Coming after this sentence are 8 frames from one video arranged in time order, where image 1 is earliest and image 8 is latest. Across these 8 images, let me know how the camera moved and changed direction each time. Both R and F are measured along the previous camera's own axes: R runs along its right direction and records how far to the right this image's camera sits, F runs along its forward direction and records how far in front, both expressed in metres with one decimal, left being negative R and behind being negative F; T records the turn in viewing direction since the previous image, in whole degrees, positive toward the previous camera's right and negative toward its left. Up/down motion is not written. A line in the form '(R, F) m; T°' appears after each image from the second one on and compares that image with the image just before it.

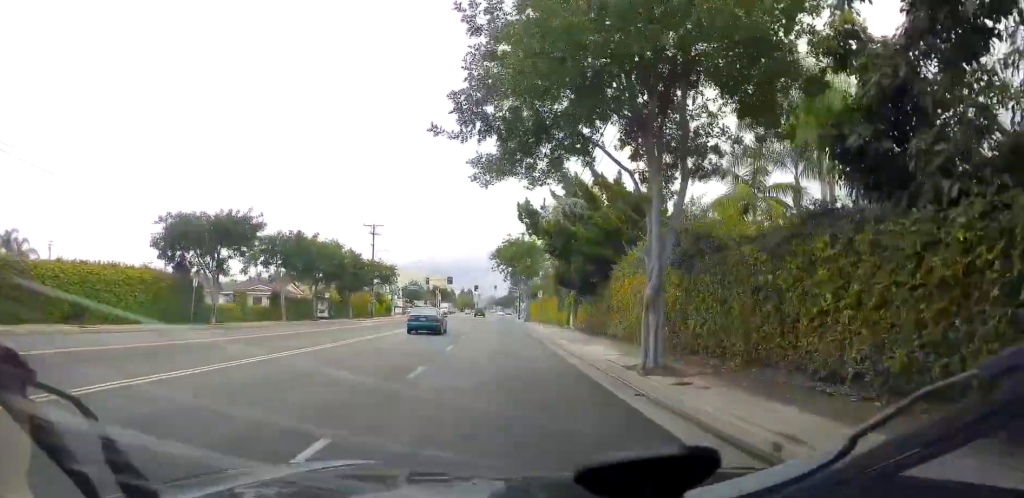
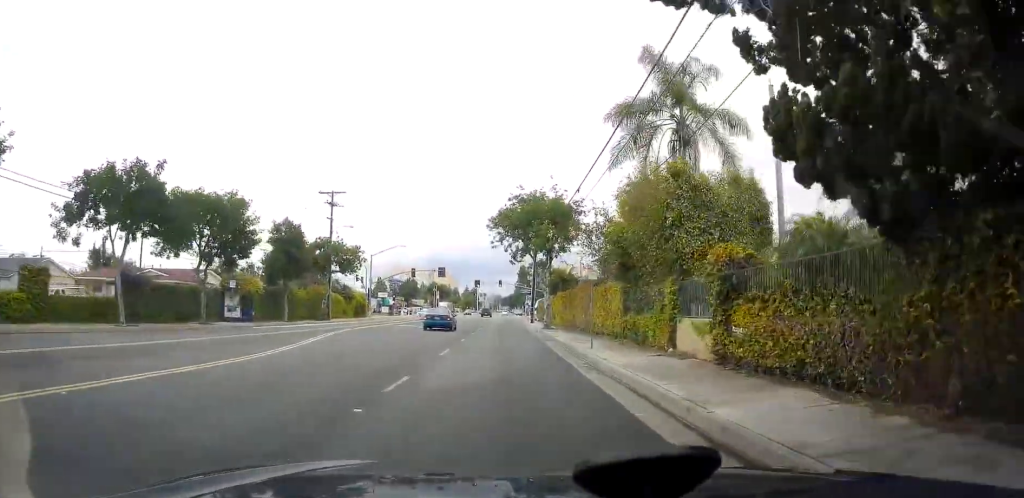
(0.0, +23.3) m; 0°
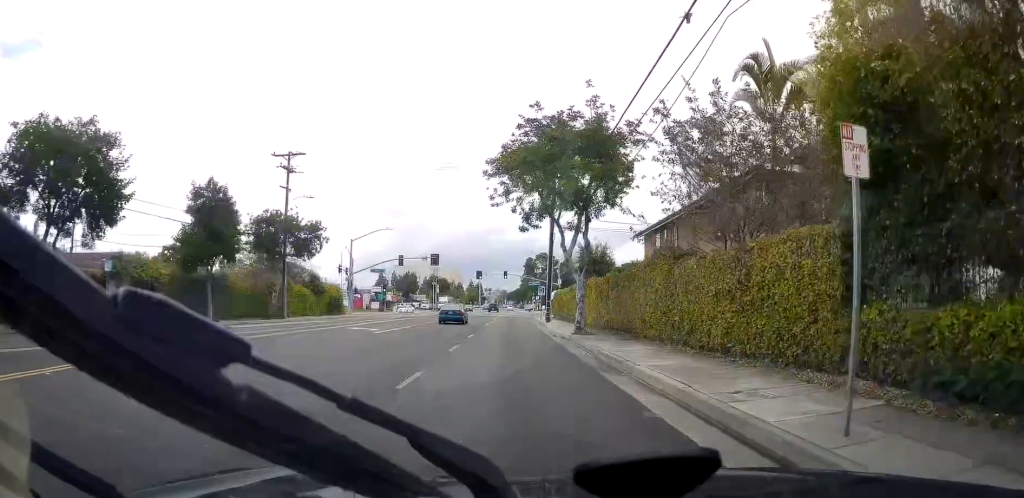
(0.0, +14.5) m; 0°
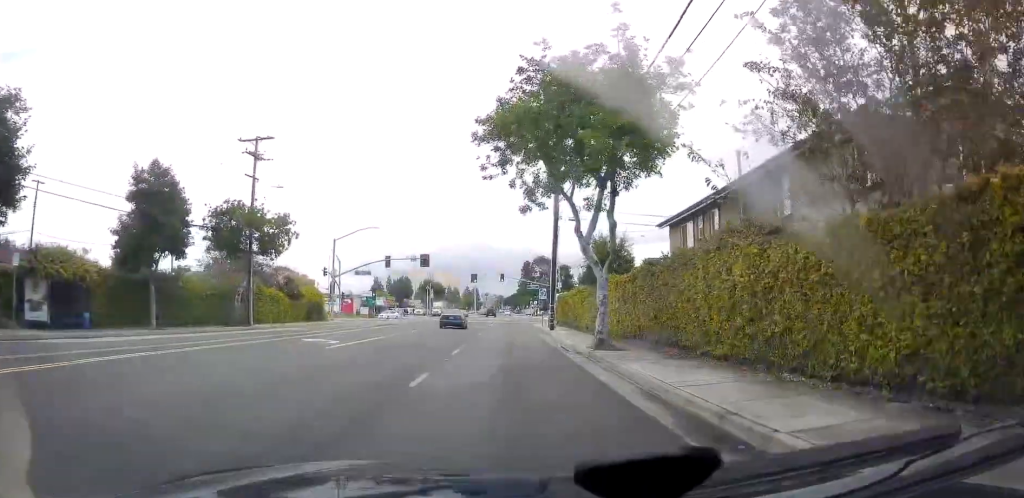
(0.0, +6.3) m; 0°
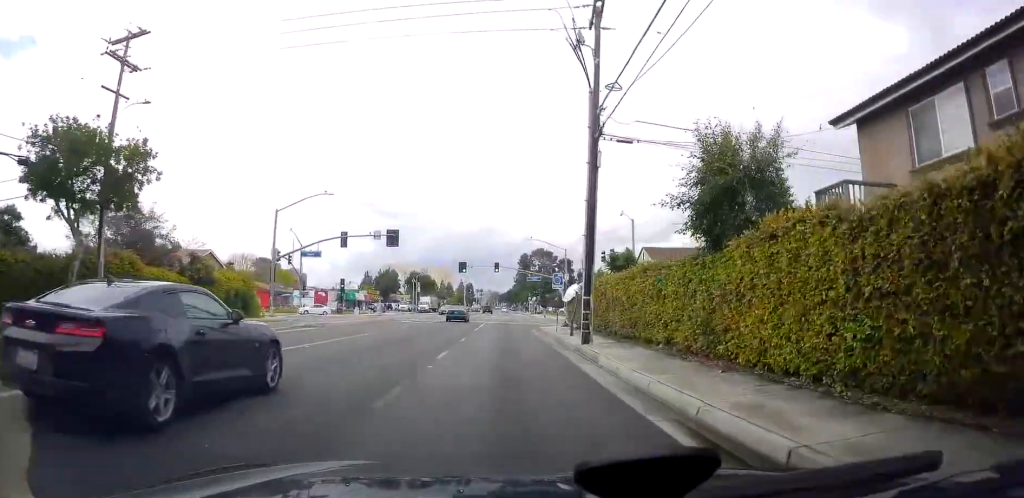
(0.0, +16.9) m; 0°
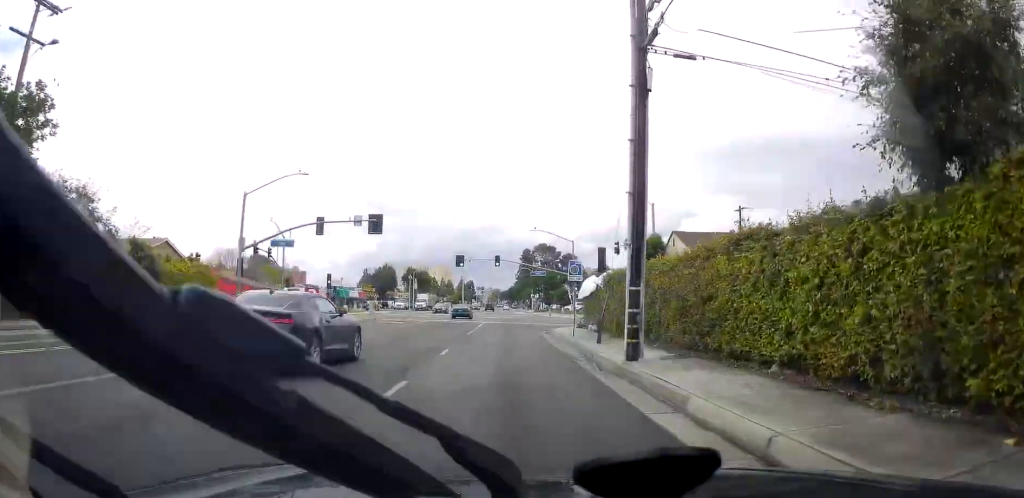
(0.0, +7.0) m; 0°
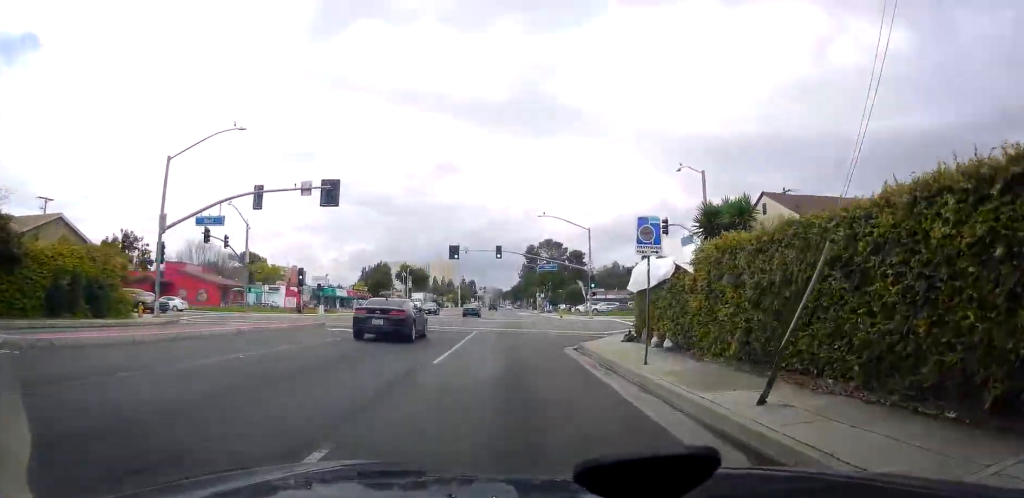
(0.0, +11.7) m; 0°
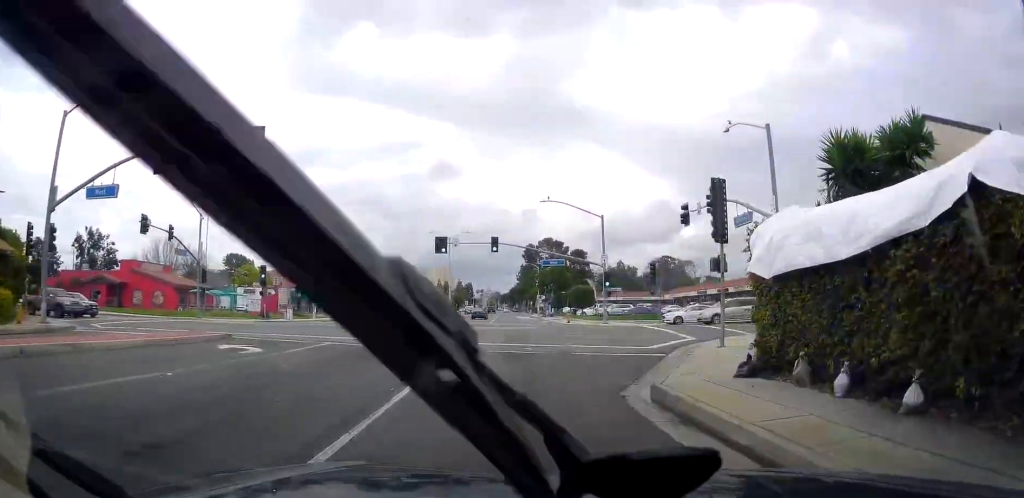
(0.0, +9.4) m; +3°
